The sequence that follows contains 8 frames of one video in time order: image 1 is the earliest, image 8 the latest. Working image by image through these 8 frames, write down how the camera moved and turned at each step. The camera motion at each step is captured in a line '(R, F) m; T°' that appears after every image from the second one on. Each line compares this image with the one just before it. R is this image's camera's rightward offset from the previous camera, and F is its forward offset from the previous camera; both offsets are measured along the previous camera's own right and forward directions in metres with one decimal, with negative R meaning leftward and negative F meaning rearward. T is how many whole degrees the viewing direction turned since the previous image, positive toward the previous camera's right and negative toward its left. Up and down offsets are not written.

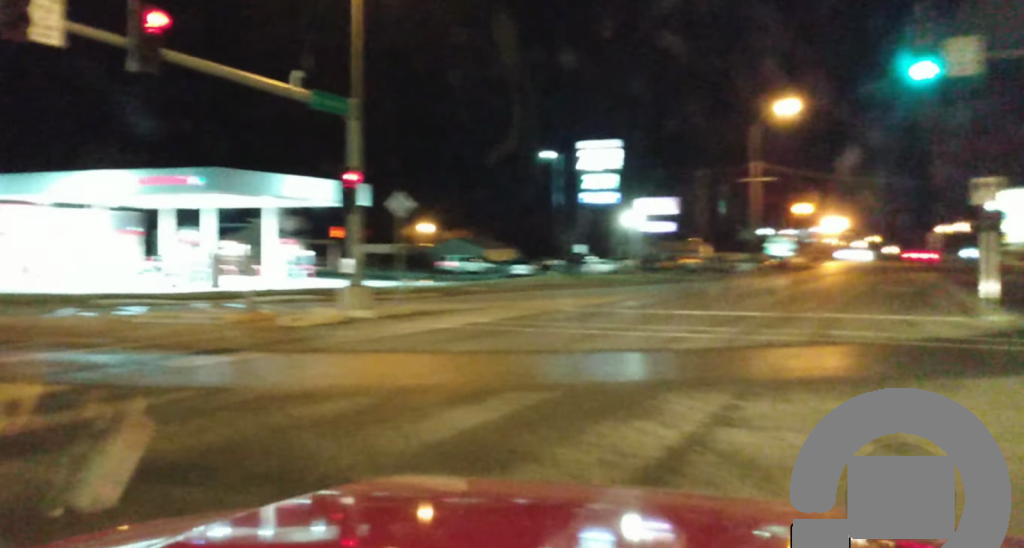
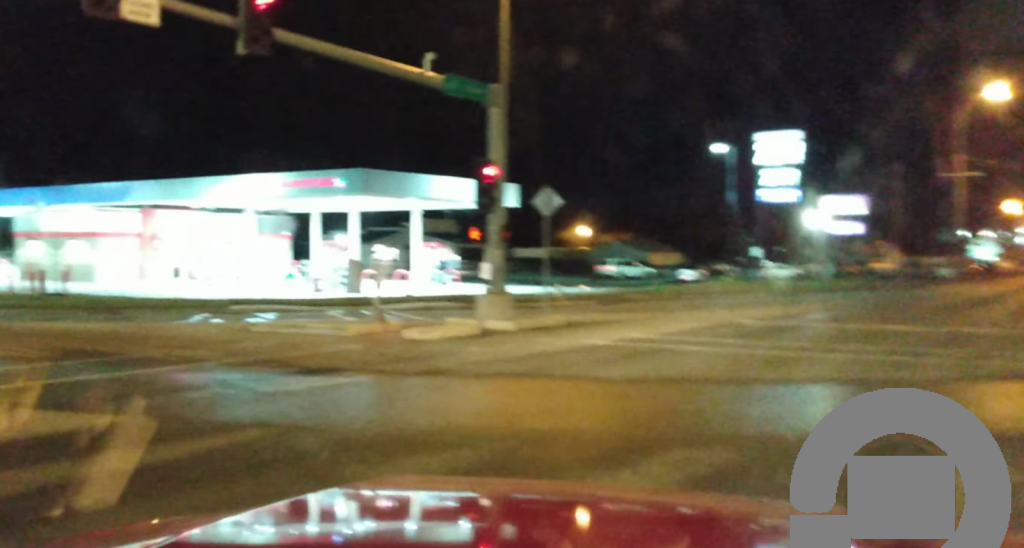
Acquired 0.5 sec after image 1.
(-0.2, +2.5) m; -11°
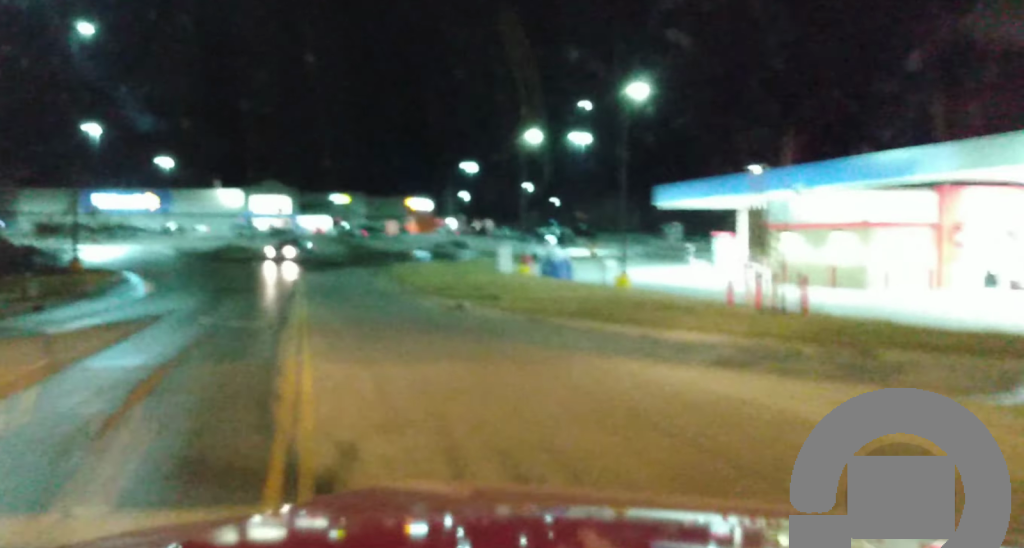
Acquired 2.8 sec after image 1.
(-5.7, +10.8) m; -45°
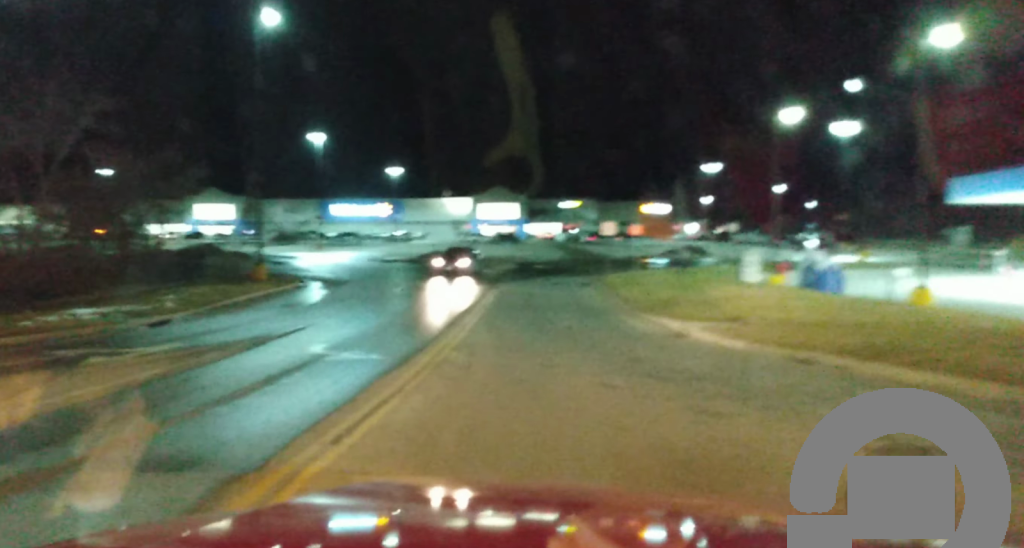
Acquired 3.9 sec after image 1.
(-0.3, +7.7) m; -7°
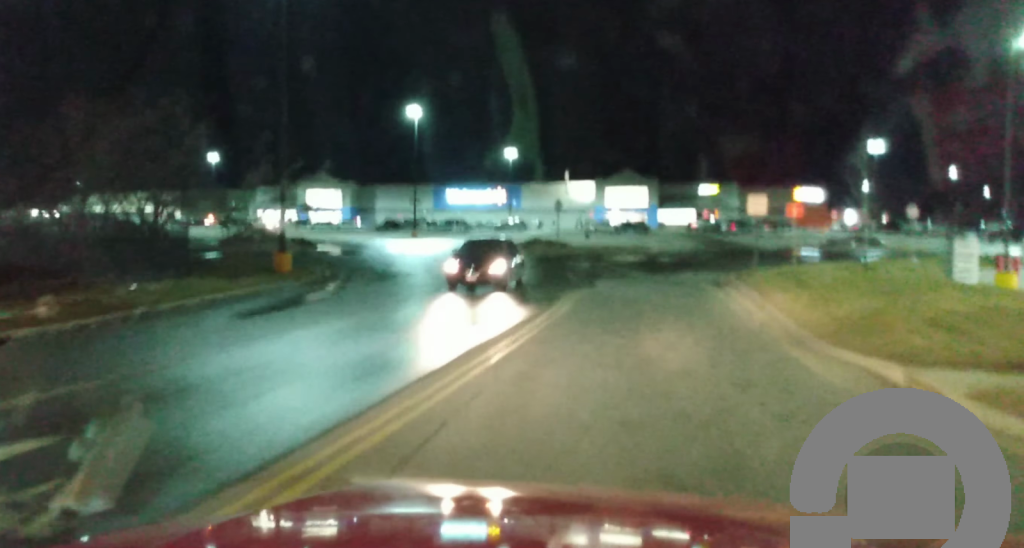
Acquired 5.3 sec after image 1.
(-0.9, +10.7) m; -6°
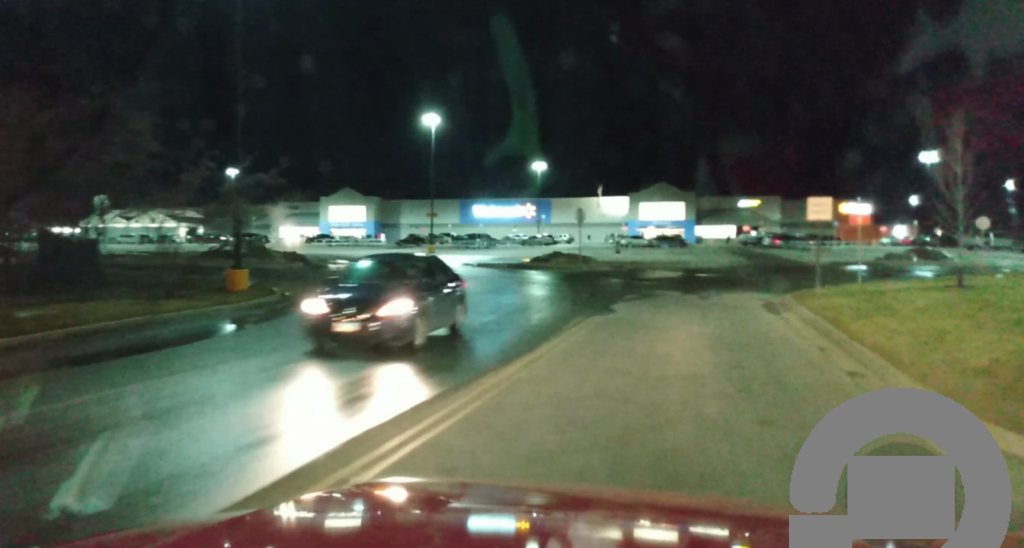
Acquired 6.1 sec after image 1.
(0.0, +6.0) m; -2°
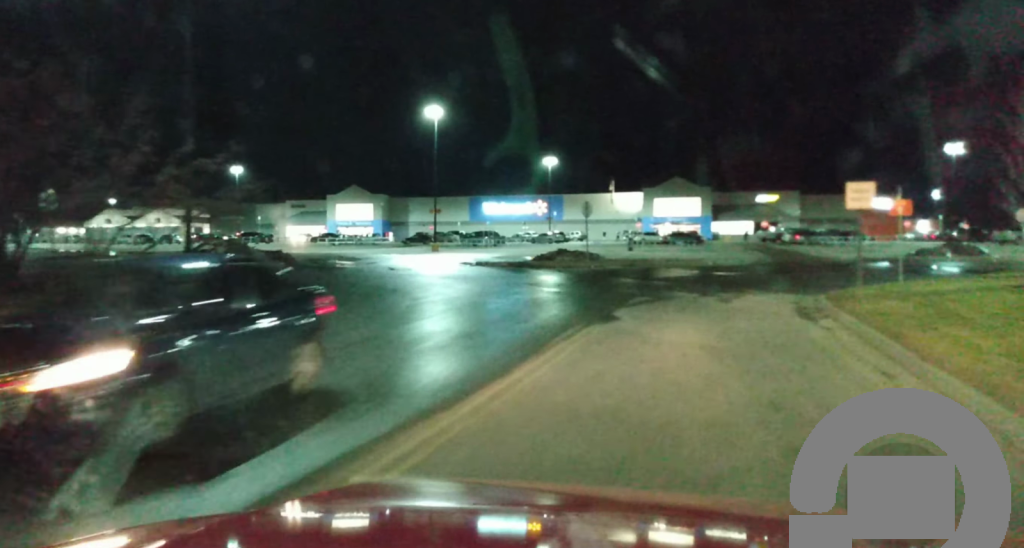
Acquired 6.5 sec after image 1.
(-0.1, +3.6) m; -2°
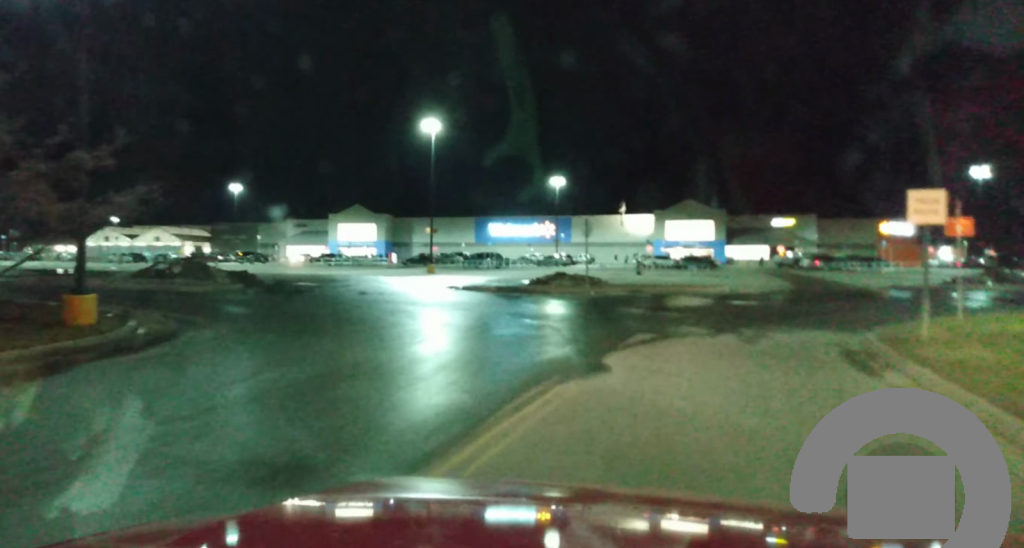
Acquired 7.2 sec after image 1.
(-0.1, +4.9) m; -2°
